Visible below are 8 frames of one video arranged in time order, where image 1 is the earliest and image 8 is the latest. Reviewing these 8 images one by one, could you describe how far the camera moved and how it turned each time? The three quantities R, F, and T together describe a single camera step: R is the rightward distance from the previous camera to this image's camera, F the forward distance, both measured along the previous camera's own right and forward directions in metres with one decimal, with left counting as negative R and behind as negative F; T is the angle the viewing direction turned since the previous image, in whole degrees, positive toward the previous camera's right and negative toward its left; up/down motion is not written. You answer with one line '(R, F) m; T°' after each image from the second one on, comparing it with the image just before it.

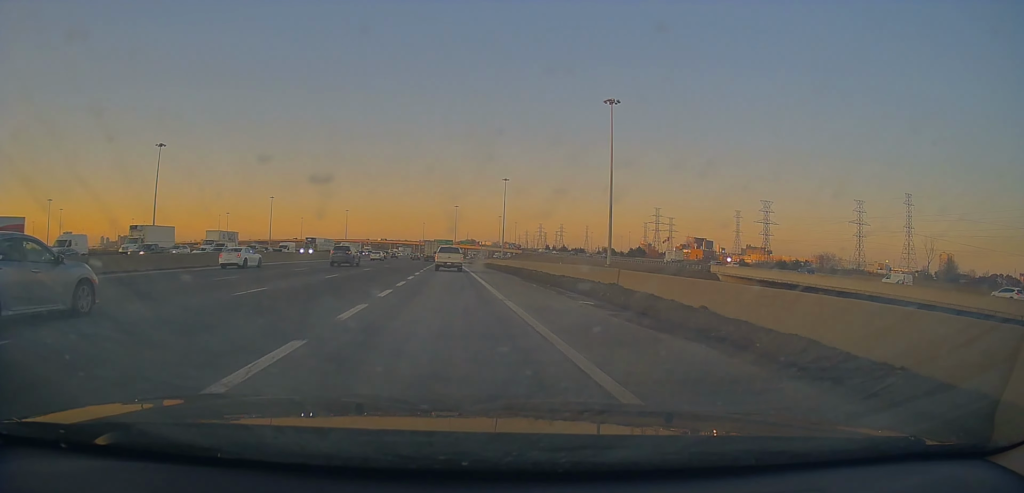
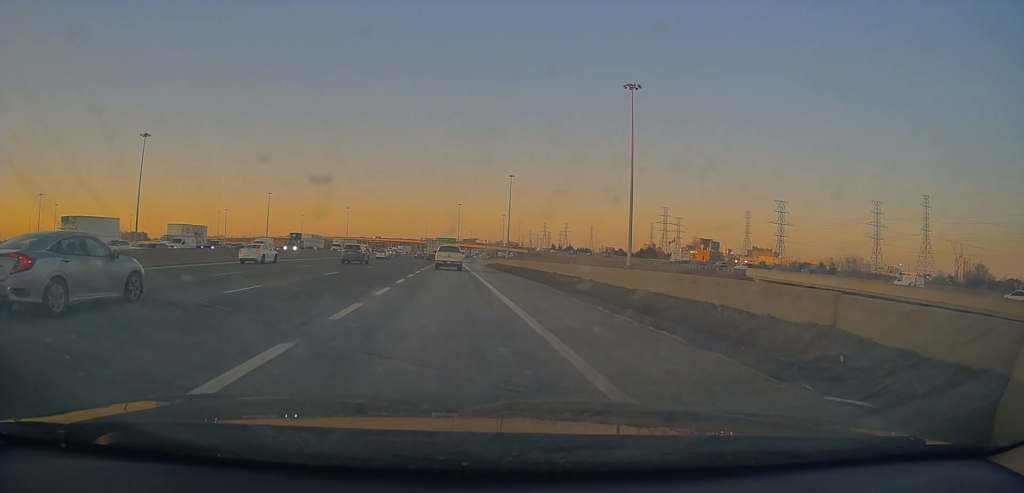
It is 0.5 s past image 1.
(0.0, +11.9) m; 0°
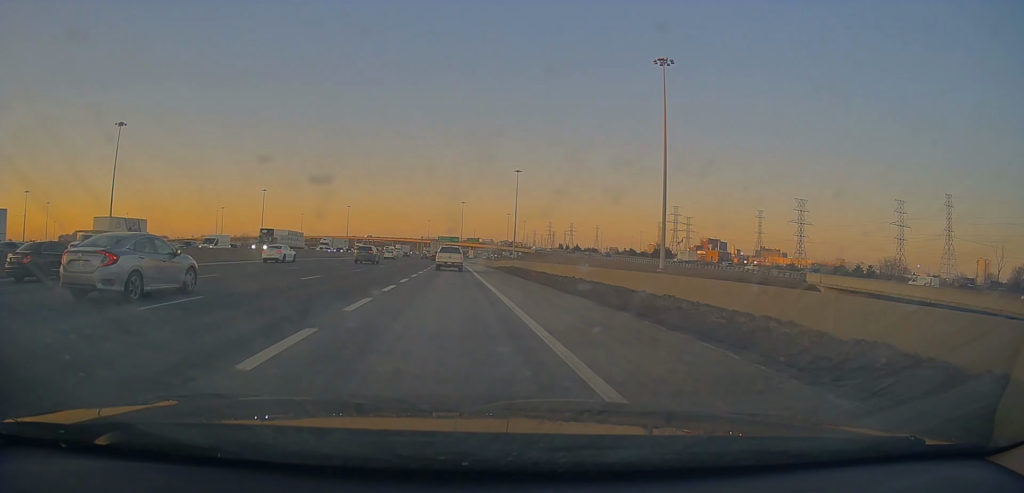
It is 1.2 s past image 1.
(+0.2, +15.9) m; 0°
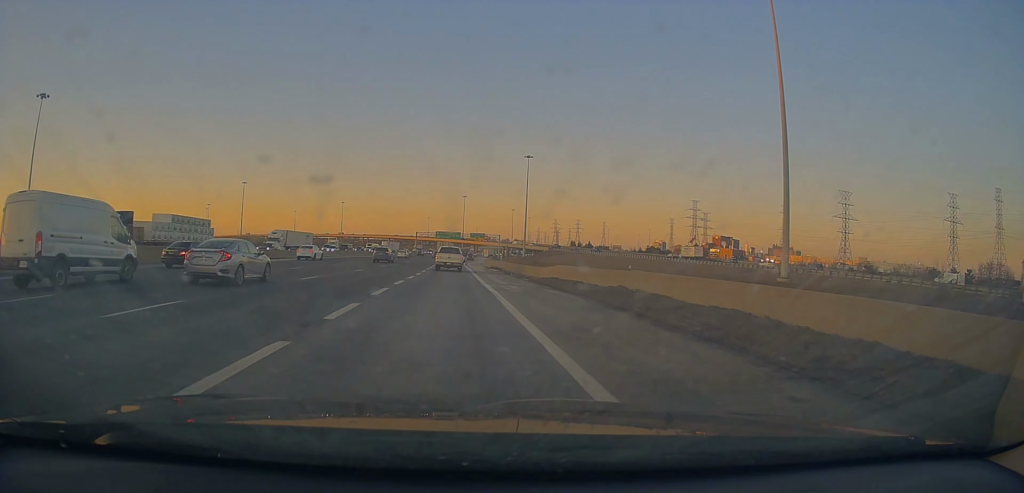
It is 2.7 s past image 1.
(-0.3, +36.0) m; -1°
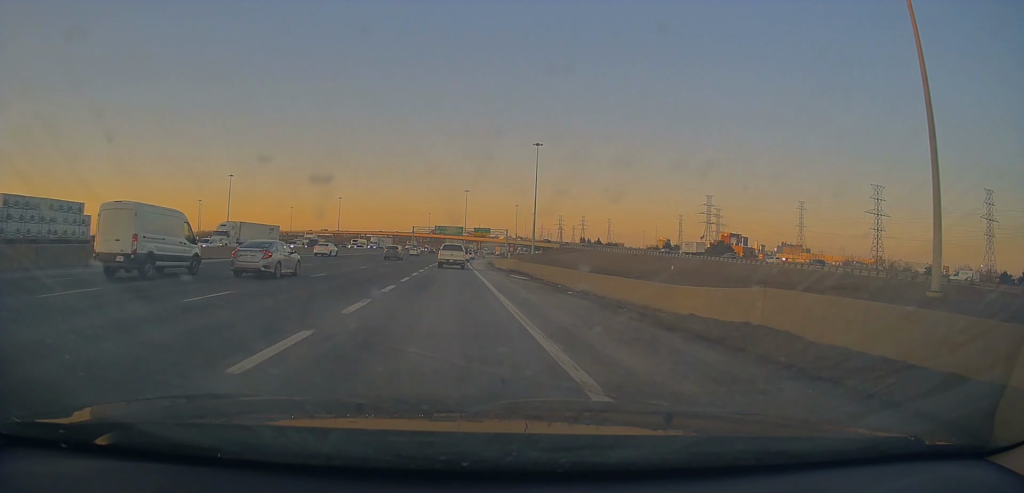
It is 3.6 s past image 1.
(0.0, +21.5) m; 0°
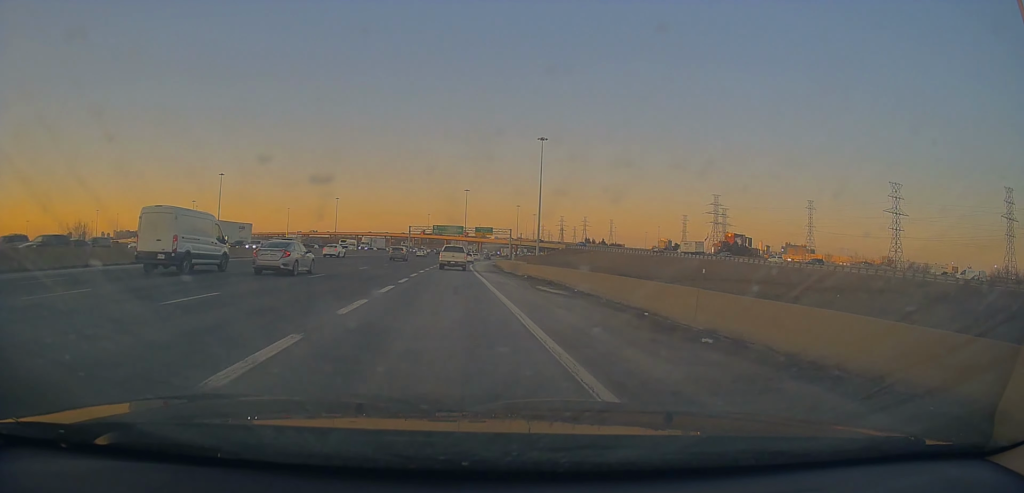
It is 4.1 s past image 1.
(-0.1, +12.0) m; 0°
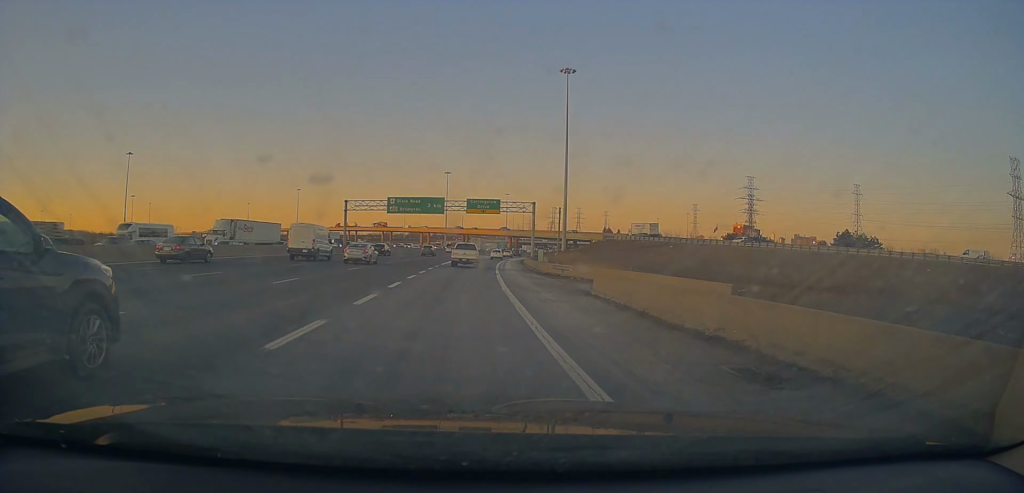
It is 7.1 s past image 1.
(+0.5, +73.5) m; +2°
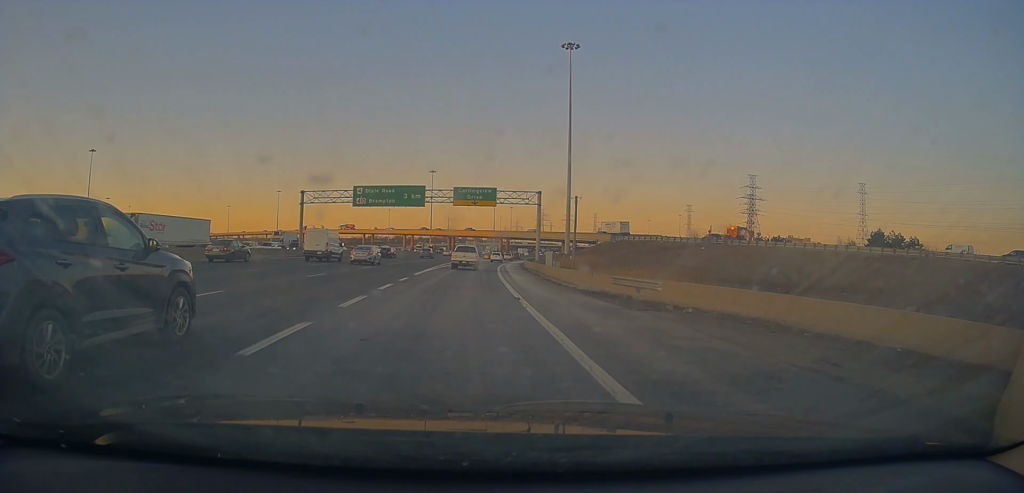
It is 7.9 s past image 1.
(+0.2, +17.9) m; +1°
